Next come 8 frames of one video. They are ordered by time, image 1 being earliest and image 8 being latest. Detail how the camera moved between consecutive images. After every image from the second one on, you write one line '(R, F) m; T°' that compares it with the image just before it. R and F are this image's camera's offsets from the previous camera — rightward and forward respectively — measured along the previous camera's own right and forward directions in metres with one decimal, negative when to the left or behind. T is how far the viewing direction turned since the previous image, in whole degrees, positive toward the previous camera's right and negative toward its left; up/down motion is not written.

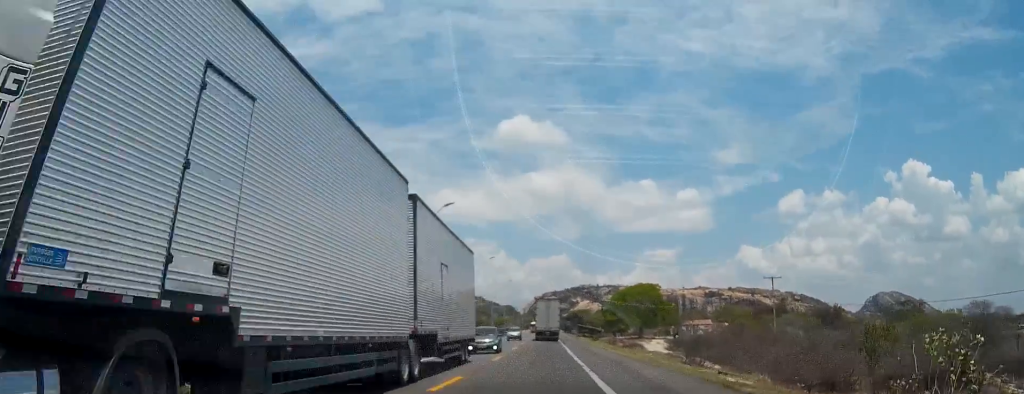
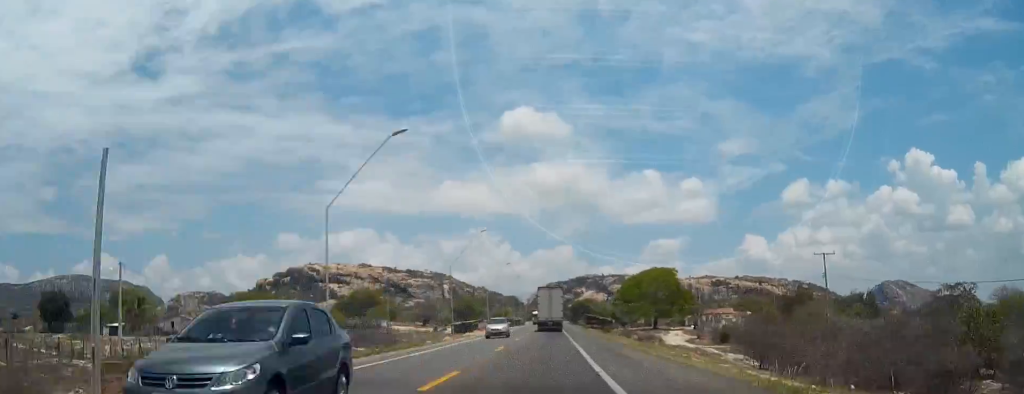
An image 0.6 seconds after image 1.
(0.0, +17.1) m; 0°
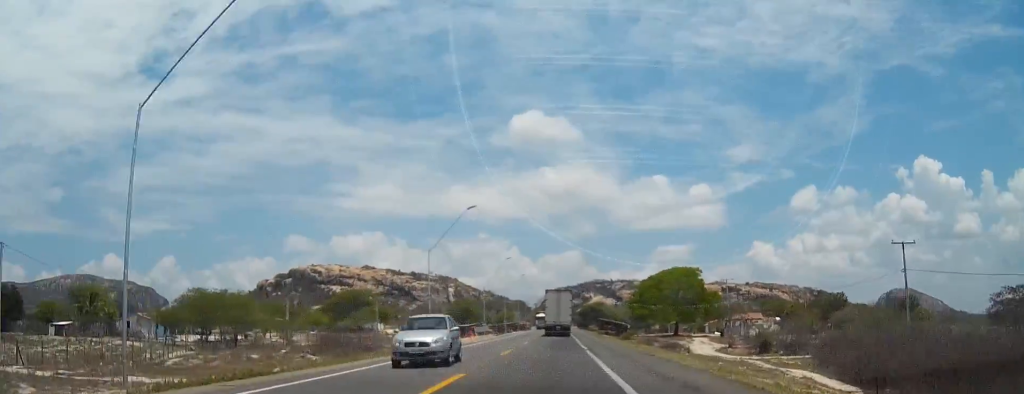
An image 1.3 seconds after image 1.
(-0.1, +16.9) m; 0°
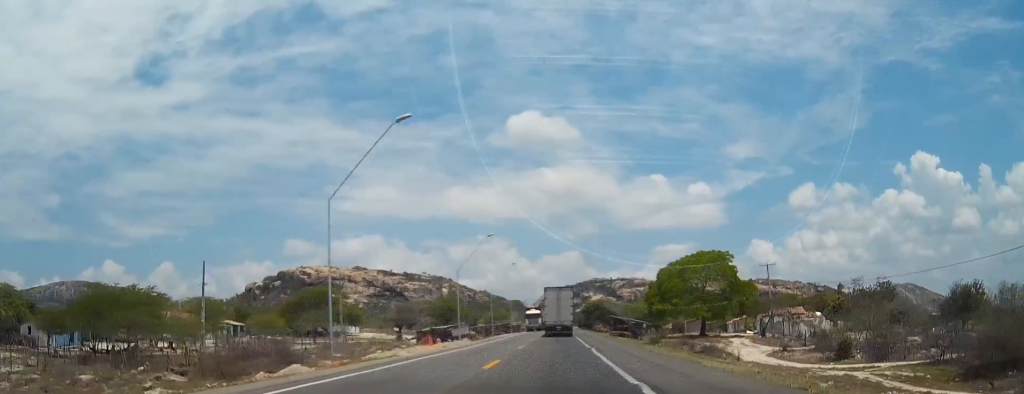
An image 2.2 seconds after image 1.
(0.0, +24.7) m; 0°
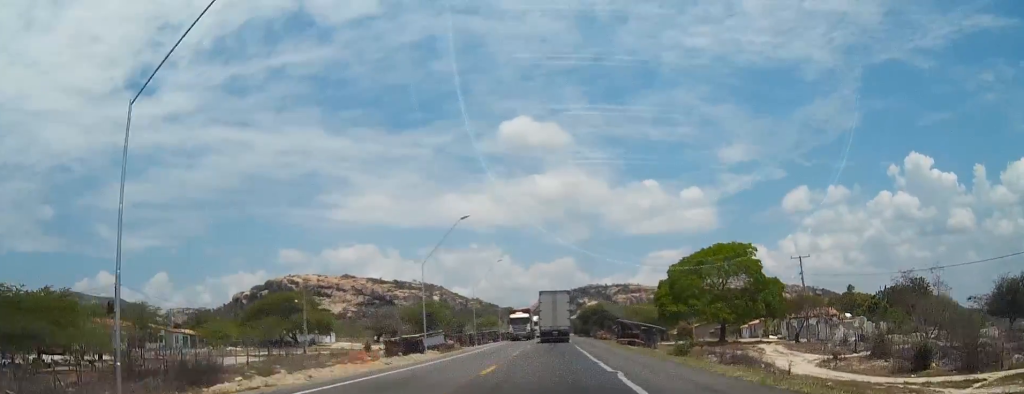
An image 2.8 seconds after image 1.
(0.0, +15.8) m; 0°
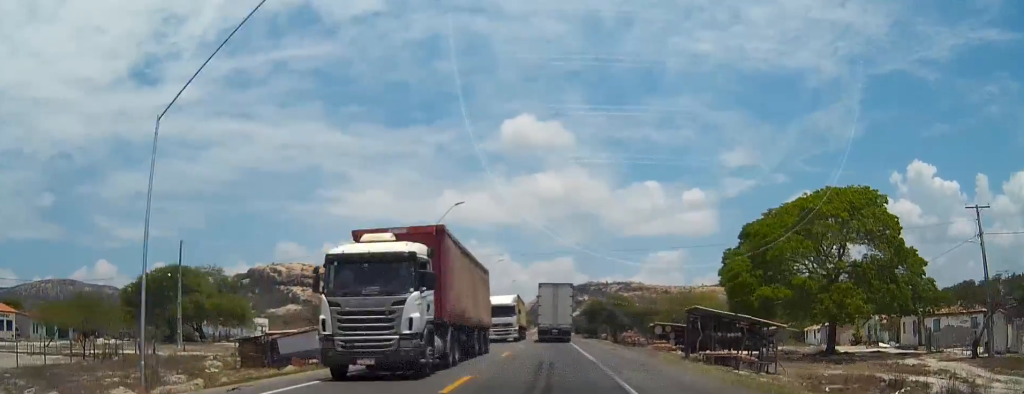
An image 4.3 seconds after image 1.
(+0.1, +38.2) m; 0°
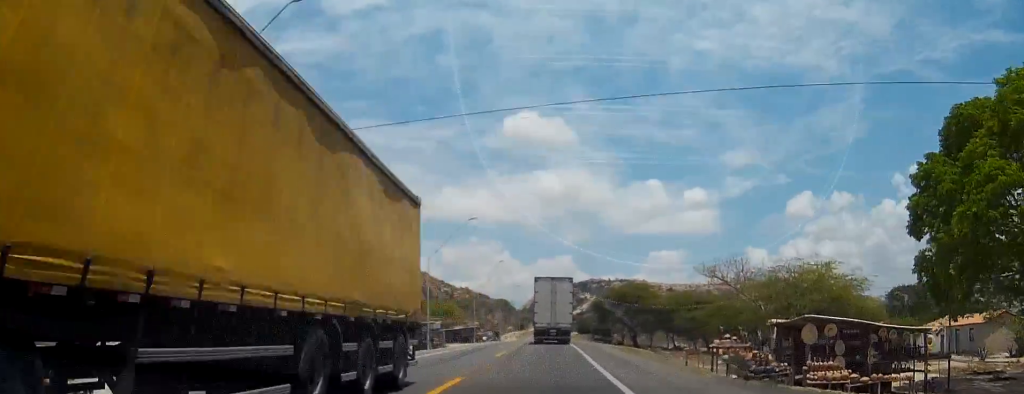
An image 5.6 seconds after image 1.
(0.0, +33.3) m; 0°
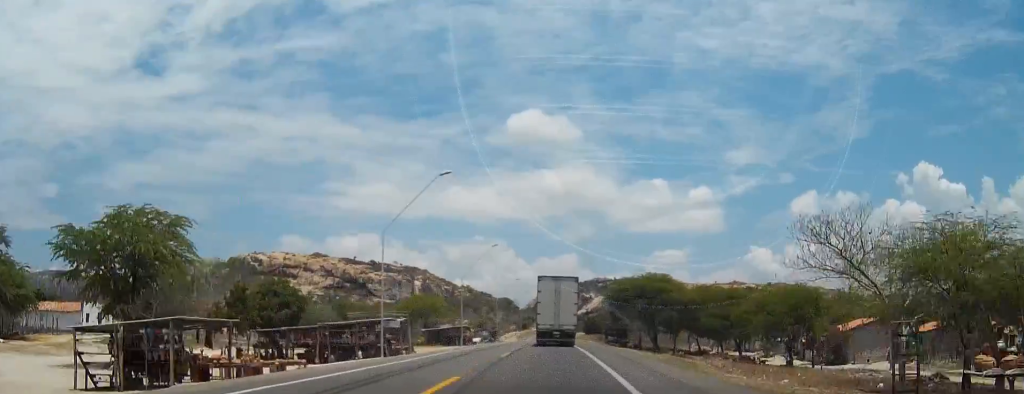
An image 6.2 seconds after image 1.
(0.0, +16.8) m; 0°
